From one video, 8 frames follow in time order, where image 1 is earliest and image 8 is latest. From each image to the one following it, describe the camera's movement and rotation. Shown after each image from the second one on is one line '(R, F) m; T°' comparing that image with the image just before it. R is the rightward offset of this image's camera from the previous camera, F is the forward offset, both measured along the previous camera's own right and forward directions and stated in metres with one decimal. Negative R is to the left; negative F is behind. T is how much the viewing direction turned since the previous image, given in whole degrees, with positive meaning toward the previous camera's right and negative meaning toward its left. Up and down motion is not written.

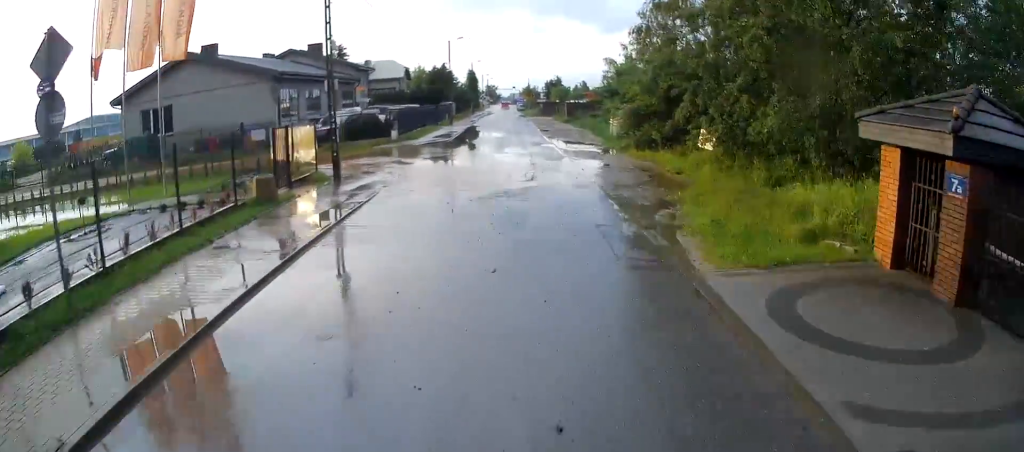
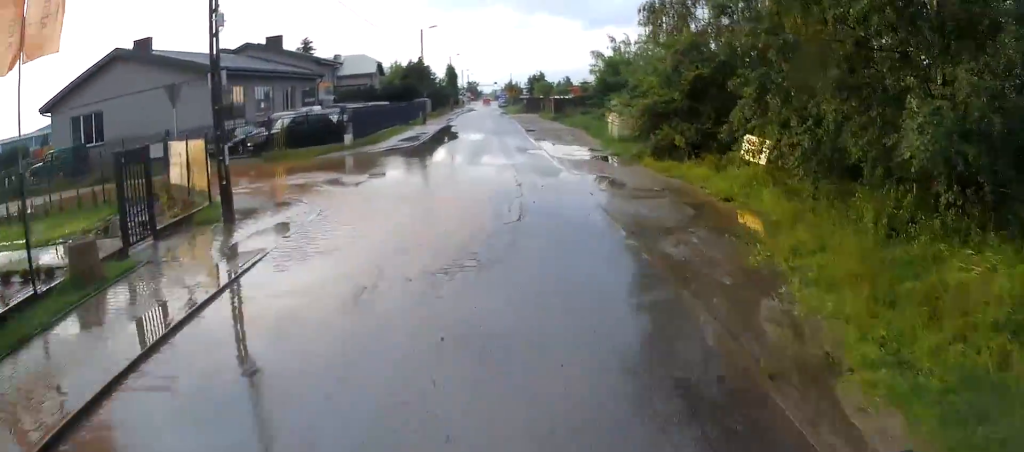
(0.0, +6.1) m; 0°
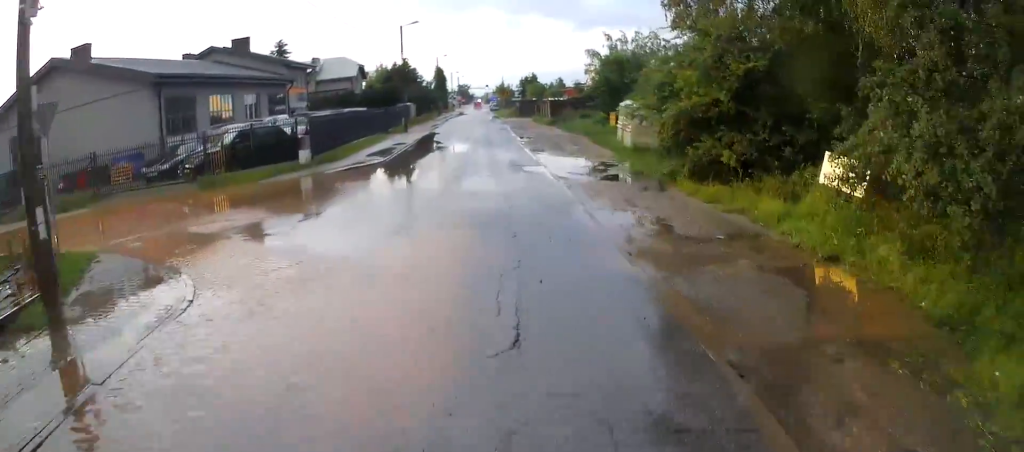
(-0.1, +5.2) m; 0°
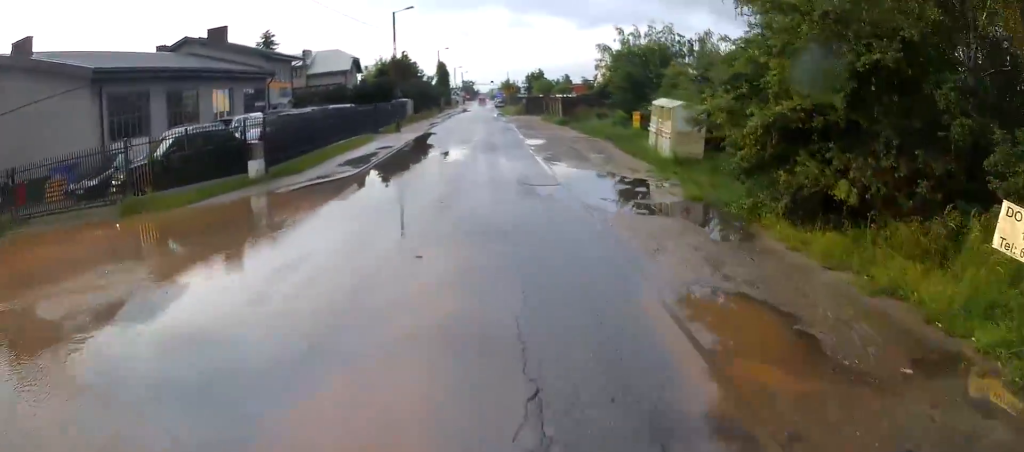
(0.0, +5.3) m; 0°
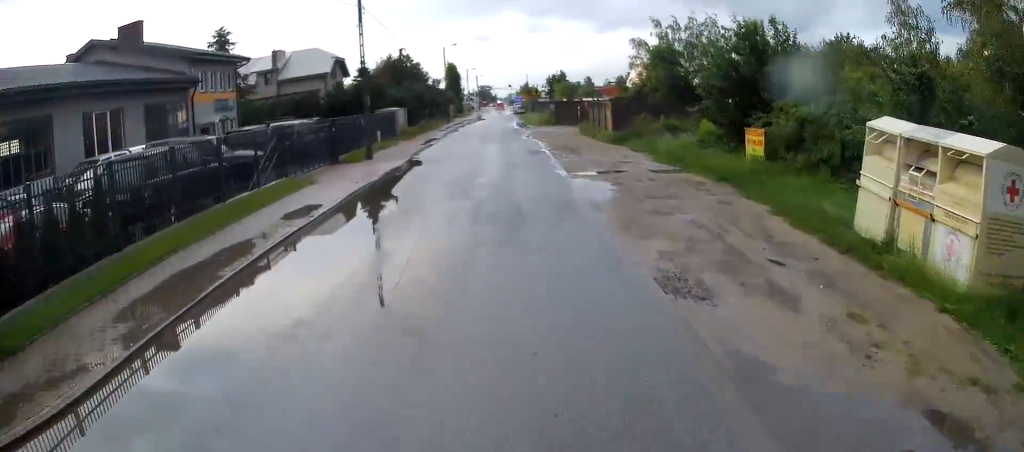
(0.0, +13.7) m; 0°
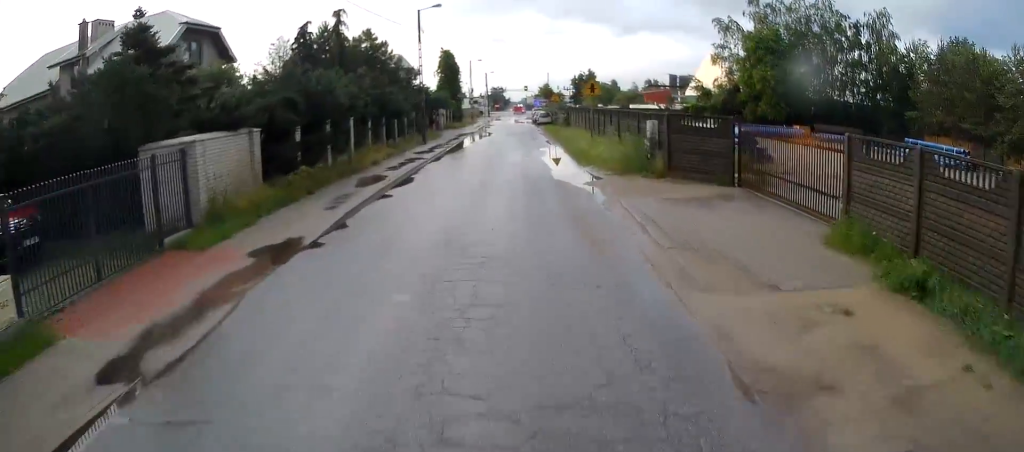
(-0.5, +28.2) m; -2°
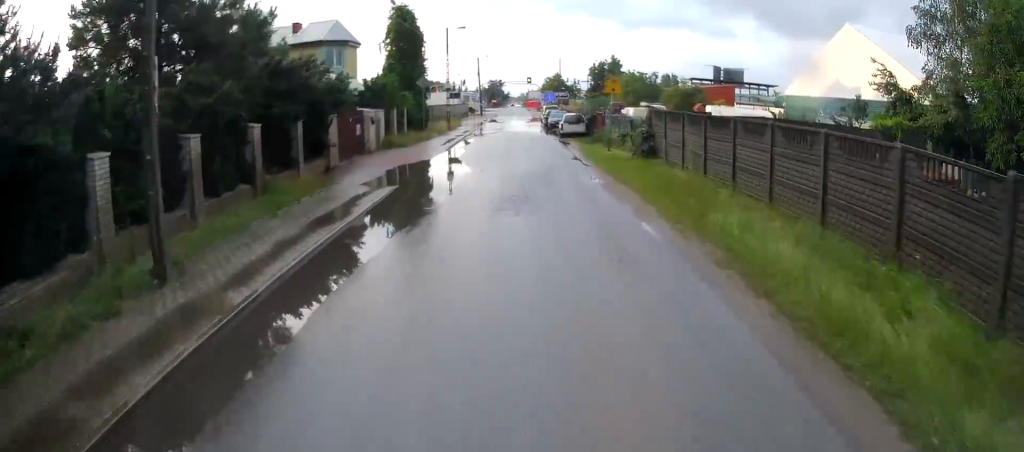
(+0.1, +28.2) m; 0°
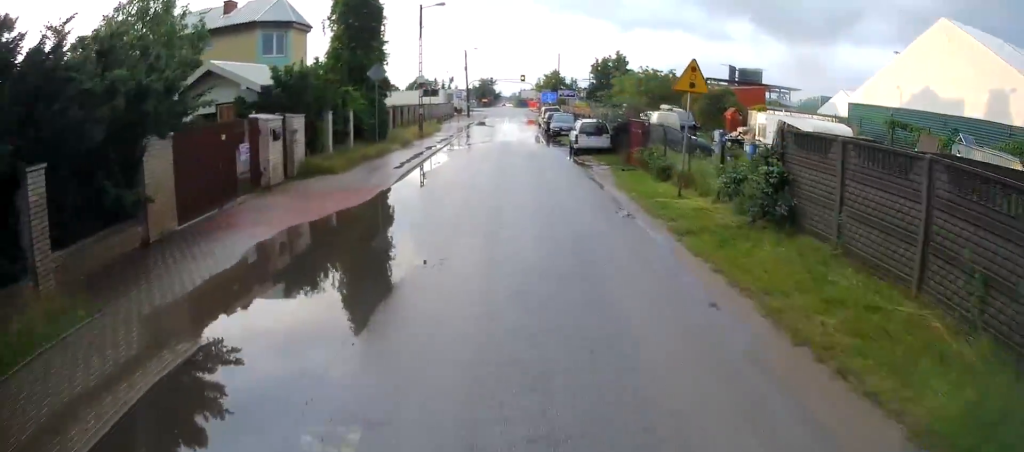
(0.0, +10.9) m; 0°
